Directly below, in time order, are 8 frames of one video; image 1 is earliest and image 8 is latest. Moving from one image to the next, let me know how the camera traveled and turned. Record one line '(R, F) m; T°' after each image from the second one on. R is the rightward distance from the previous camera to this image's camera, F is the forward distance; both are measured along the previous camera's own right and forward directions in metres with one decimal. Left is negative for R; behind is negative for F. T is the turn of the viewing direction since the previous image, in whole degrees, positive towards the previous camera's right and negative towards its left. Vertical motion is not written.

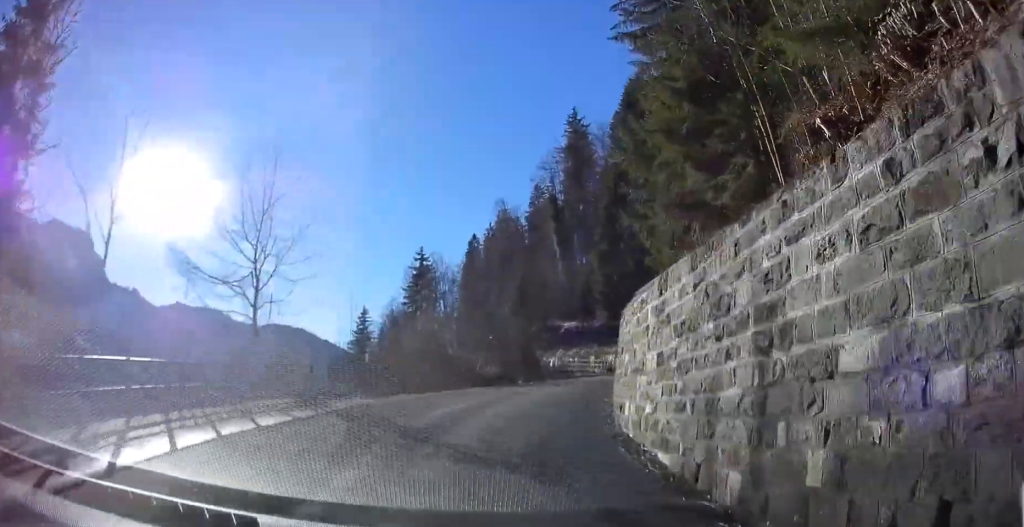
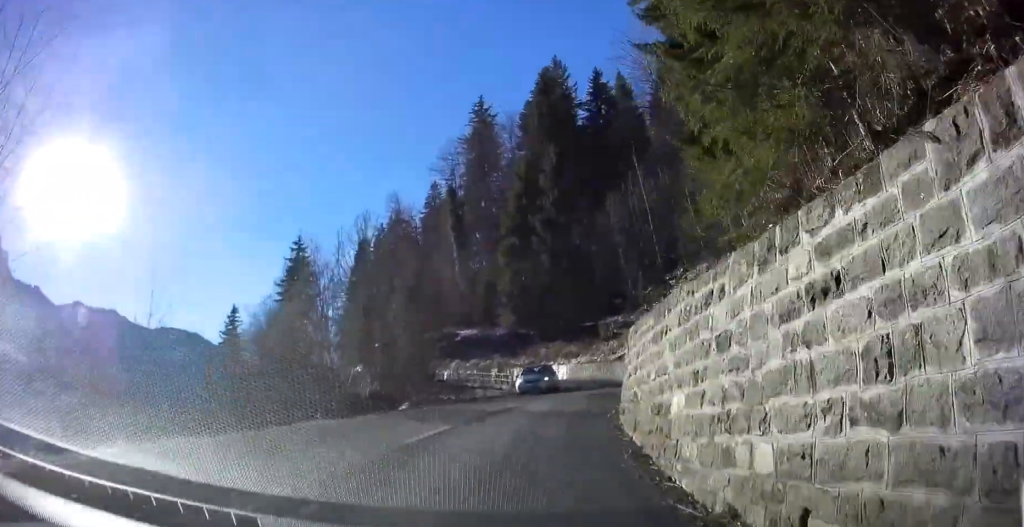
(+0.4, +12.1) m; +8°
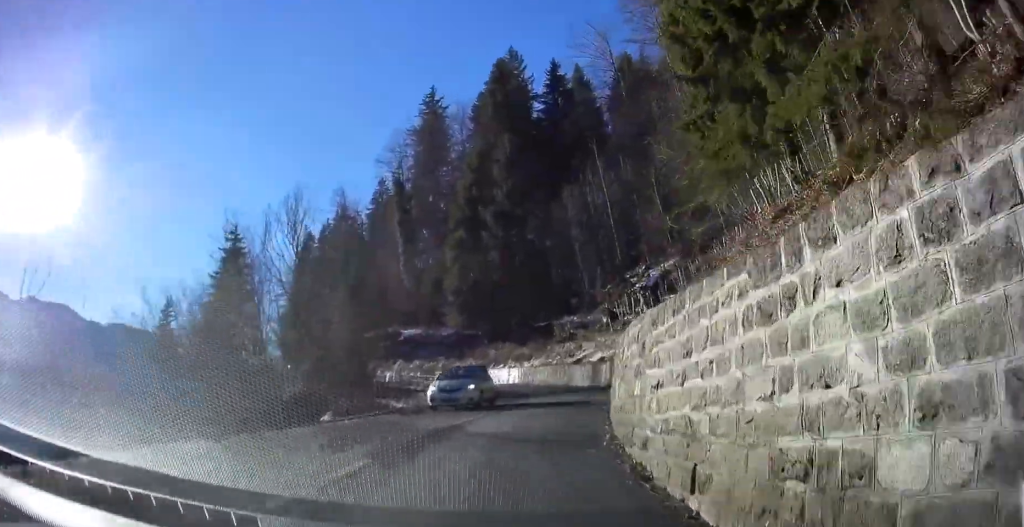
(+0.5, +4.7) m; +5°
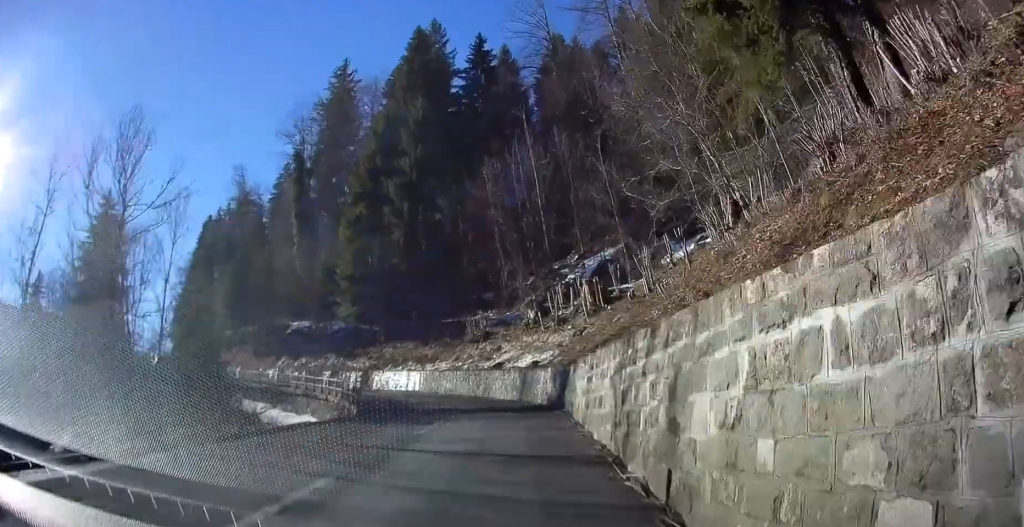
(+0.8, +9.6) m; +7°
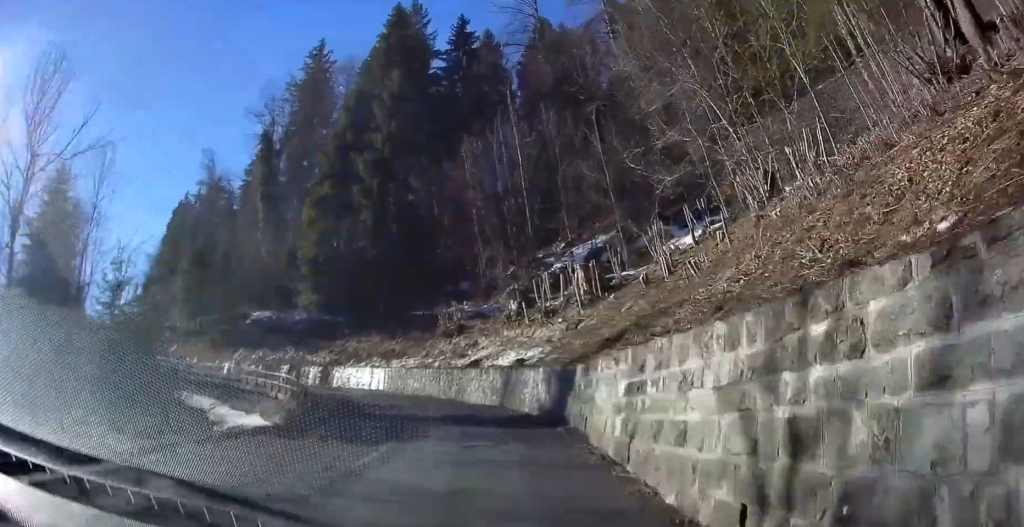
(+0.2, +4.6) m; +2°
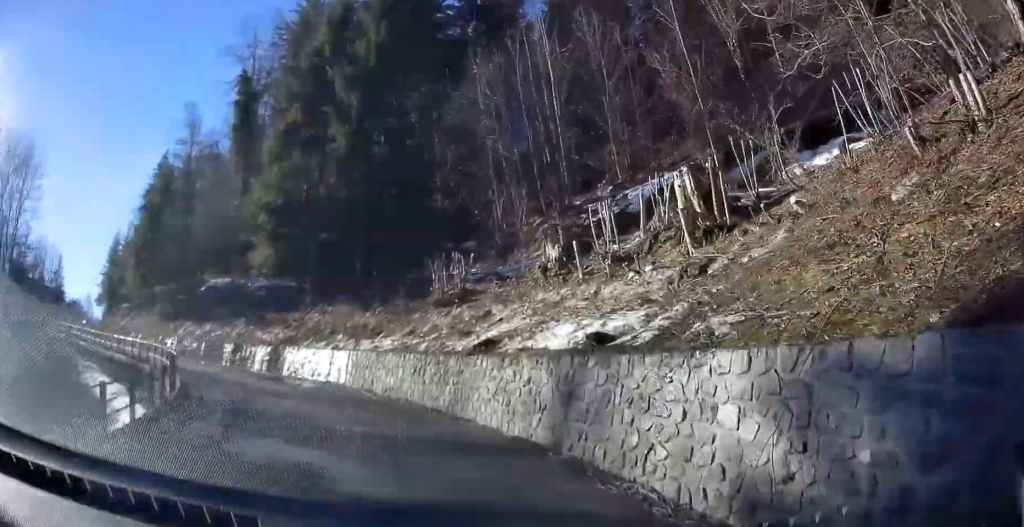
(+0.1, +12.3) m; 0°
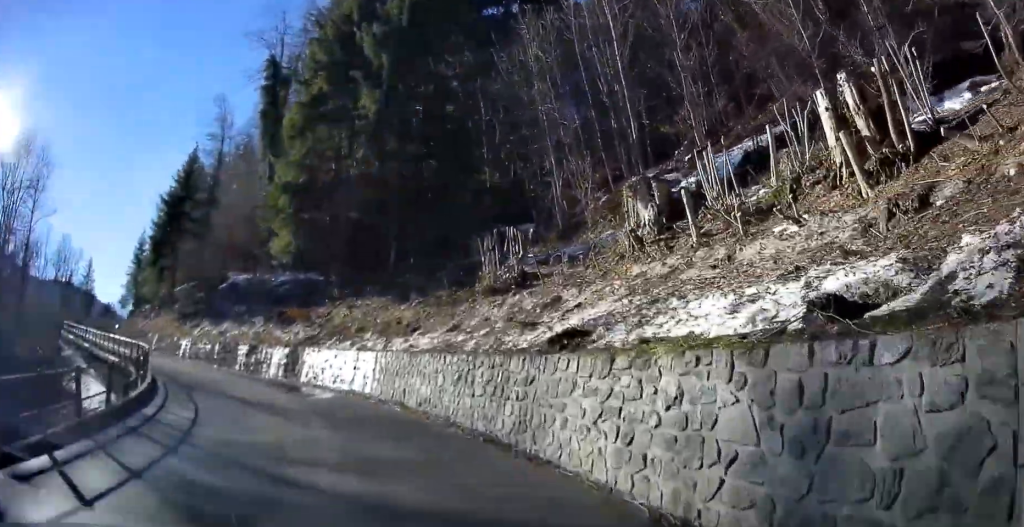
(+0.1, +4.8) m; -4°
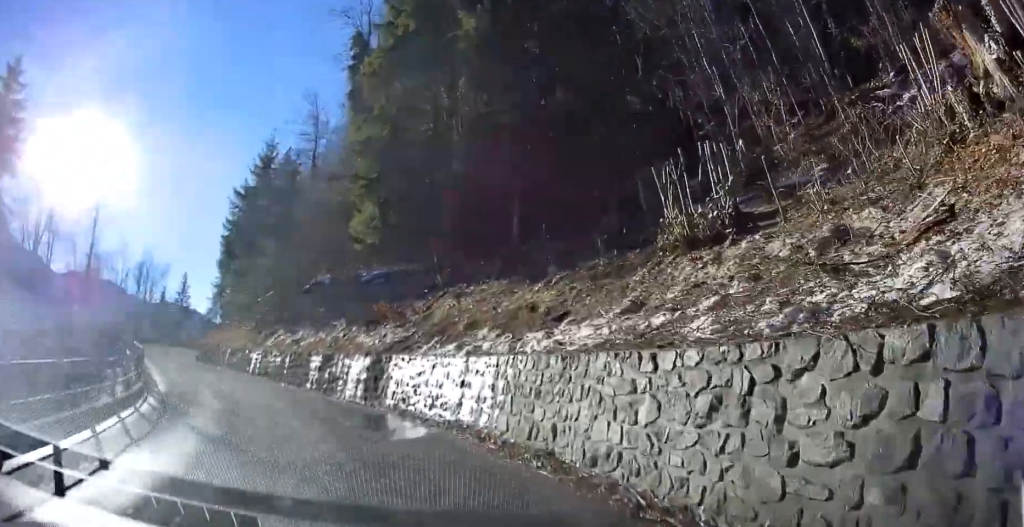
(-0.5, +7.9) m; -10°
